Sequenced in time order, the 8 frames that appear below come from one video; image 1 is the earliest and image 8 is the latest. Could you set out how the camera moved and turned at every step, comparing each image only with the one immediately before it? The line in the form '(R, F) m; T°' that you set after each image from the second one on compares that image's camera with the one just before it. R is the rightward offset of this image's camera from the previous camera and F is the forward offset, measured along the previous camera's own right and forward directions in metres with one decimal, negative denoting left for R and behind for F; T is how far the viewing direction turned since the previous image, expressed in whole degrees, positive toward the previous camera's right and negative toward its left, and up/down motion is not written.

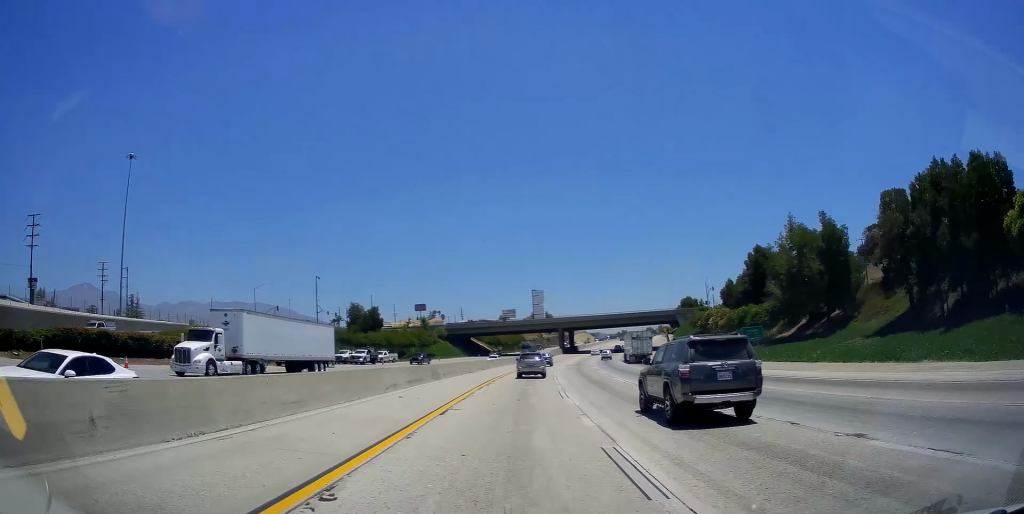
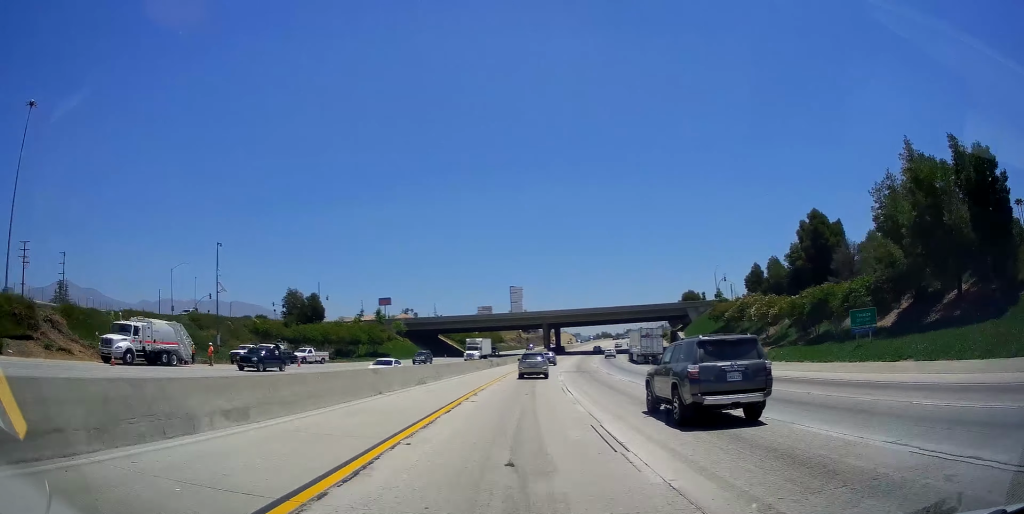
(+0.2, +26.5) m; +2°
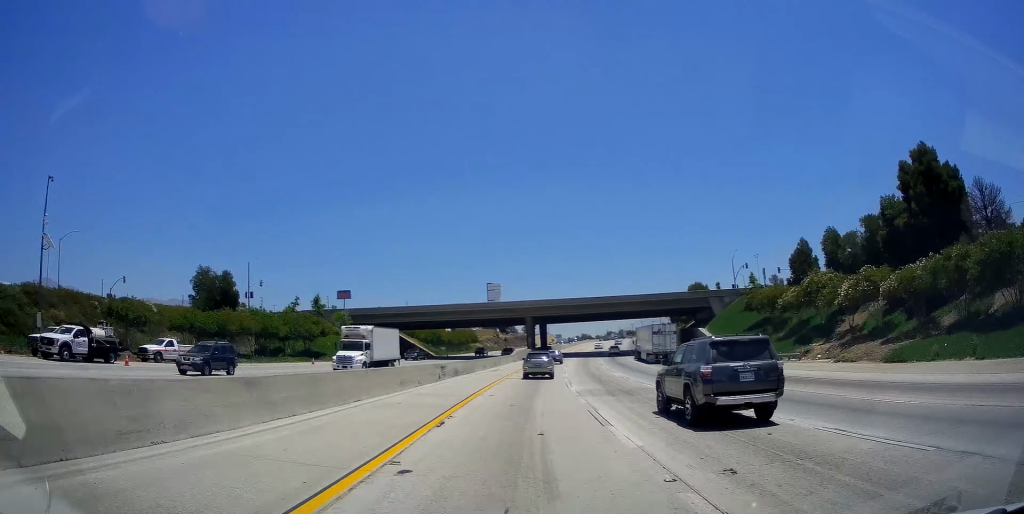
(-0.1, +25.7) m; +2°
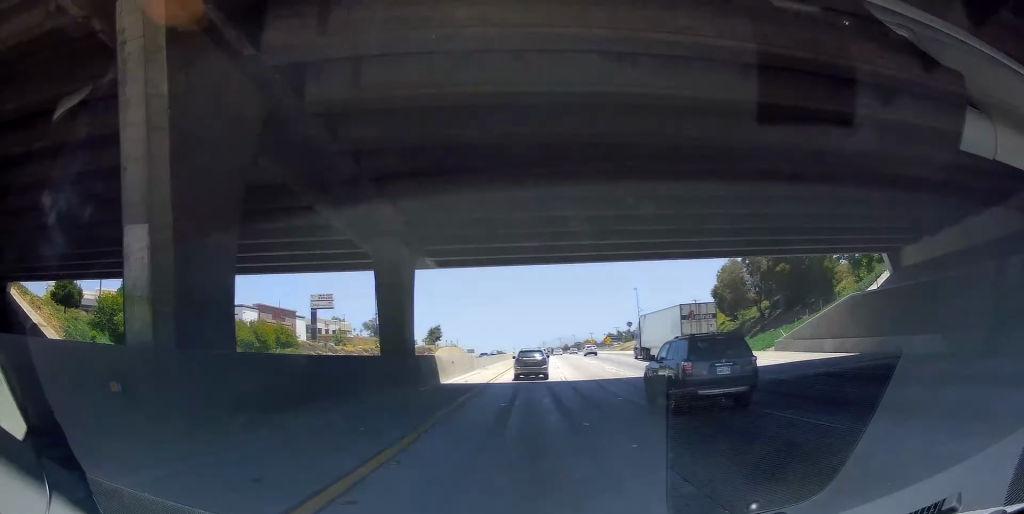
(+7.6, +84.3) m; +9°
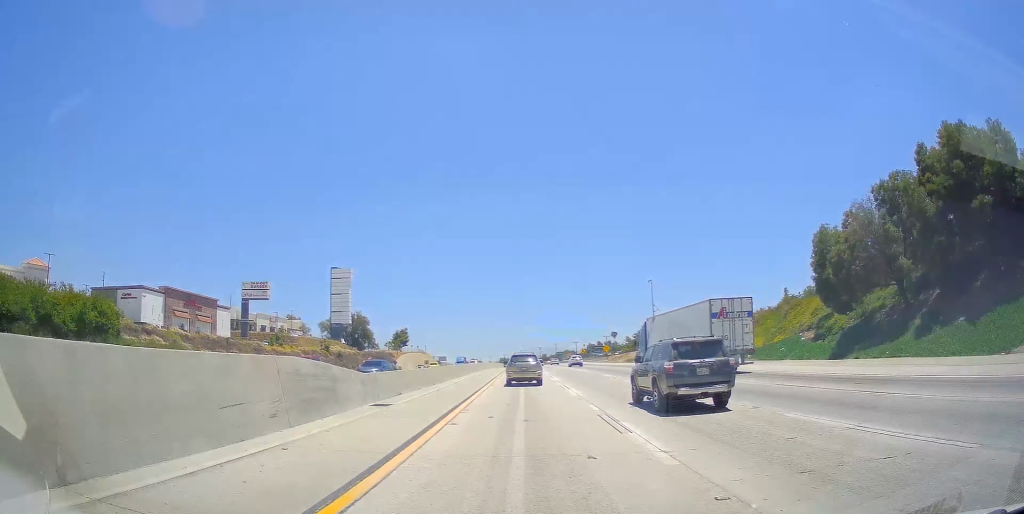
(+0.8, +35.3) m; +1°
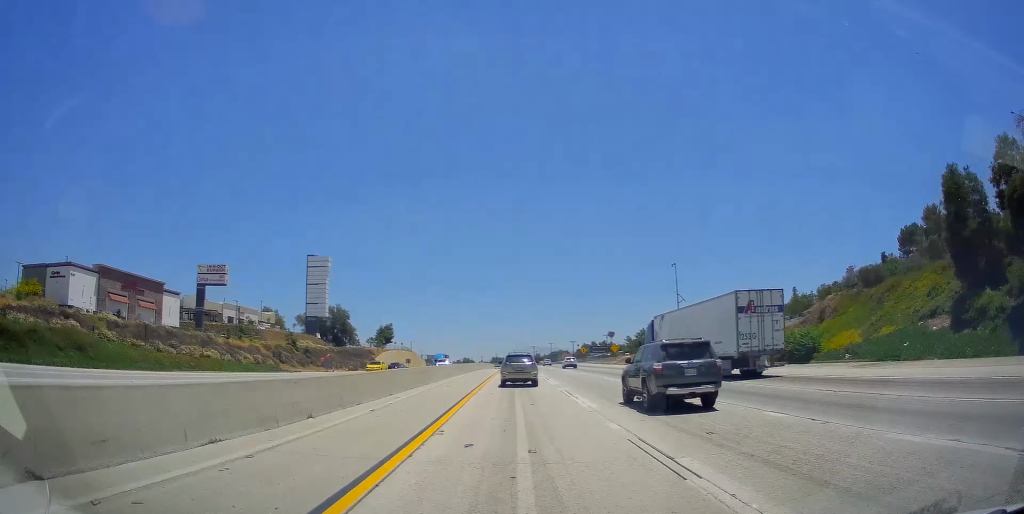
(0.0, +18.3) m; +1°
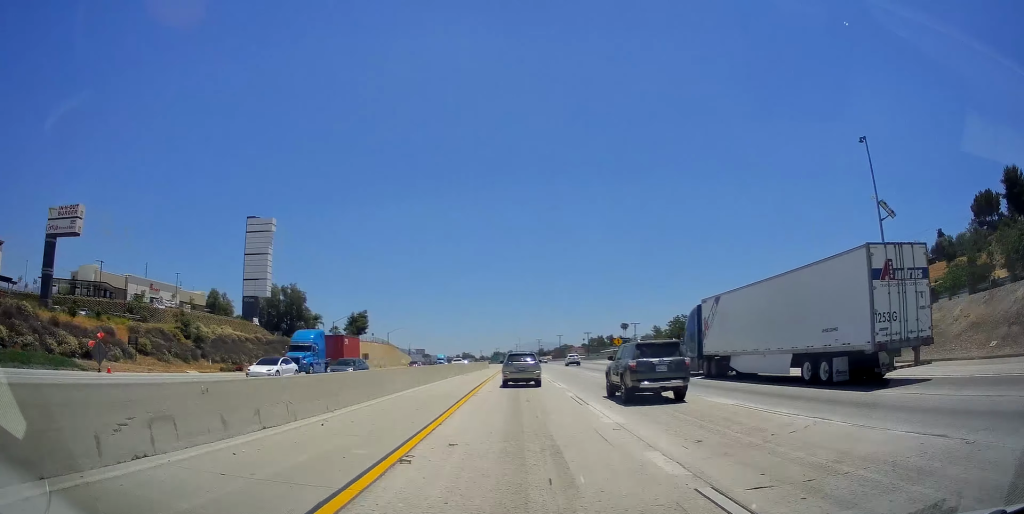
(+1.3, +46.2) m; +2°
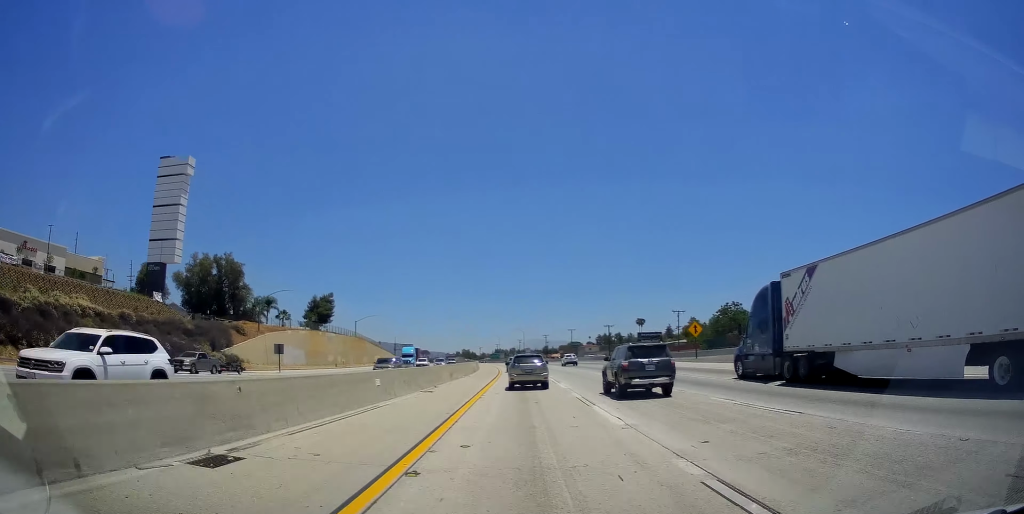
(-0.1, +42.4) m; 0°
